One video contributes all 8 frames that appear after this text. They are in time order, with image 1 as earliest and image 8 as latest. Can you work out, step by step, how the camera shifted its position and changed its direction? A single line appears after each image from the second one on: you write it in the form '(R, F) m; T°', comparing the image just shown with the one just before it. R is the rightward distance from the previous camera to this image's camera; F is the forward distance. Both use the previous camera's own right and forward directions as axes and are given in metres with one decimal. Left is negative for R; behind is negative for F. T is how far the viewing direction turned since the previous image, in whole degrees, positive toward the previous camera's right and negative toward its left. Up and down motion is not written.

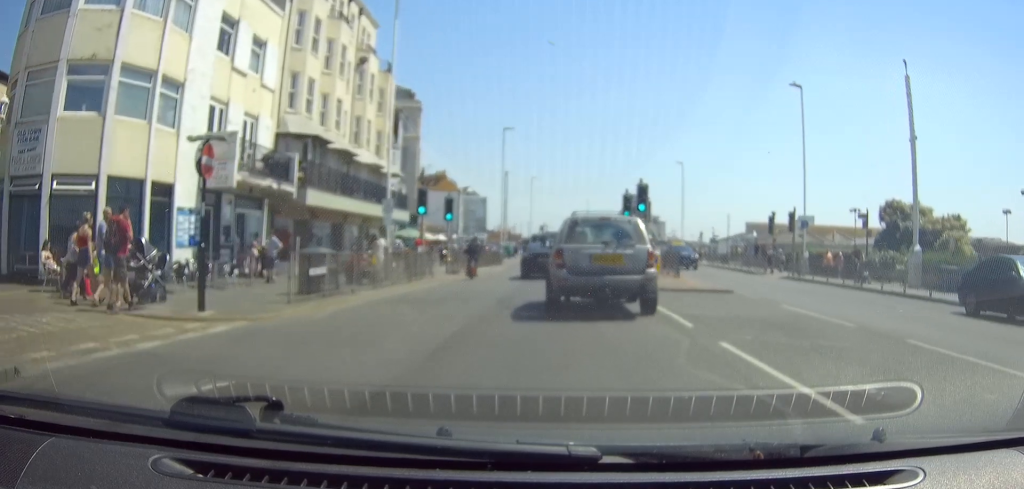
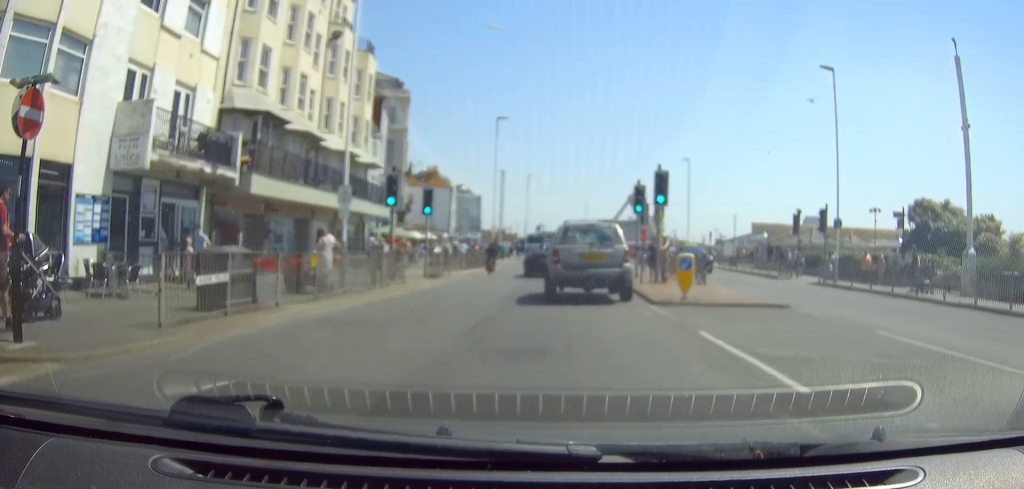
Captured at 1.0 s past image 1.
(+0.1, +5.7) m; +2°
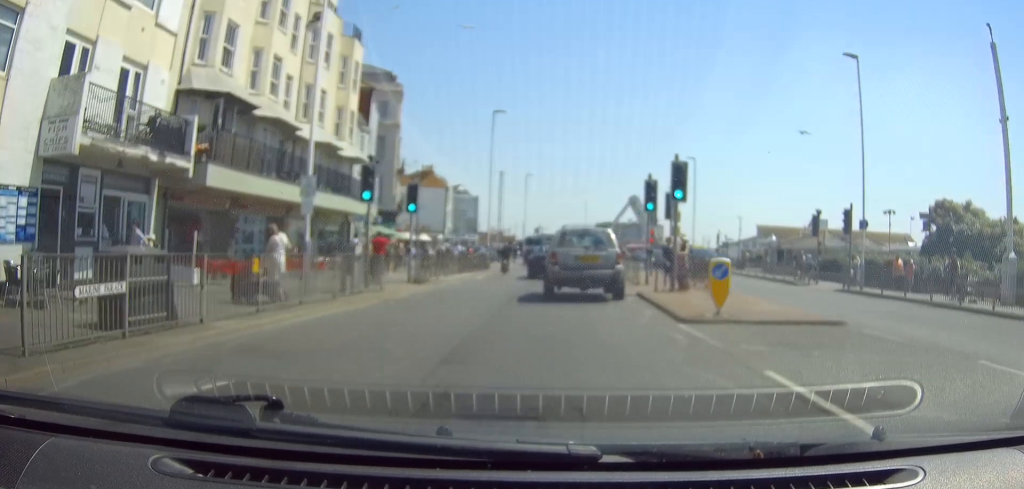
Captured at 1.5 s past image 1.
(0.0, +3.3) m; +1°
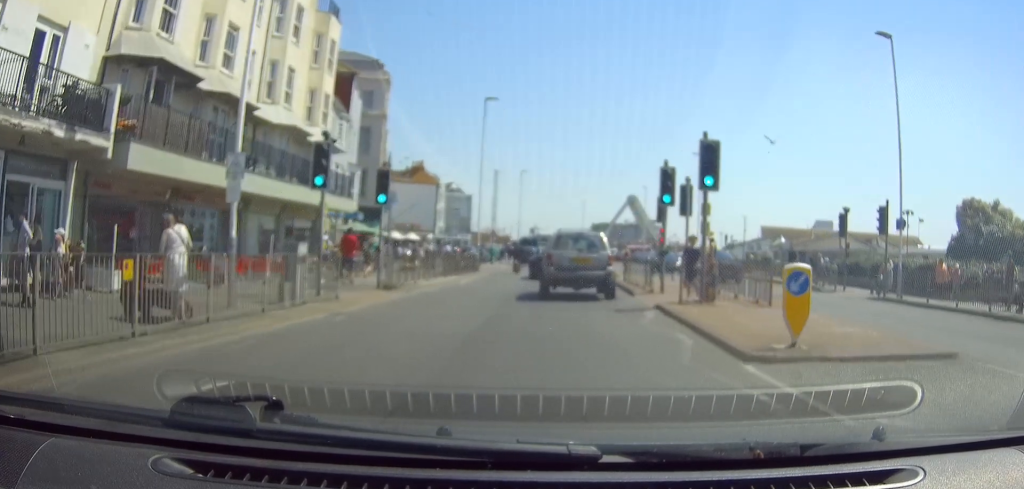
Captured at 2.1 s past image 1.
(0.0, +4.1) m; +1°
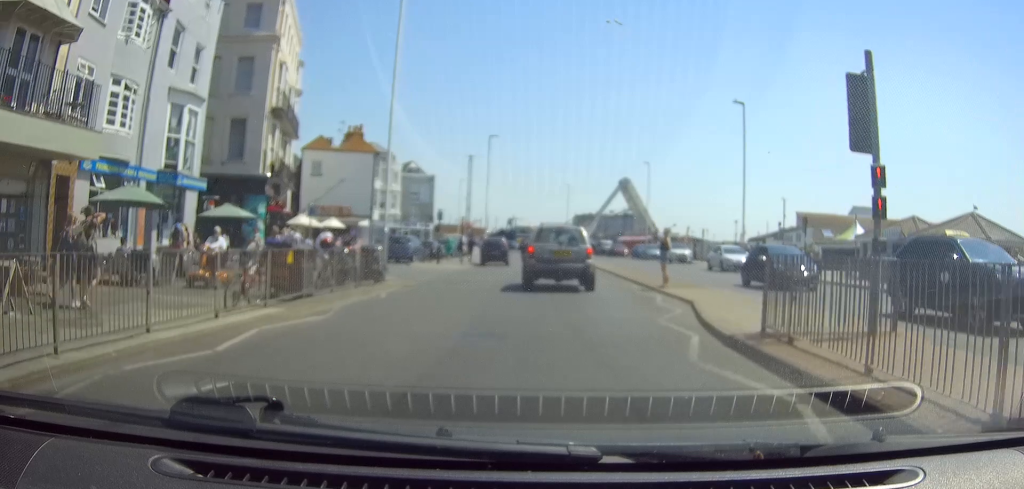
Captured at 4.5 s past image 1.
(0.0, +20.1) m; -1°
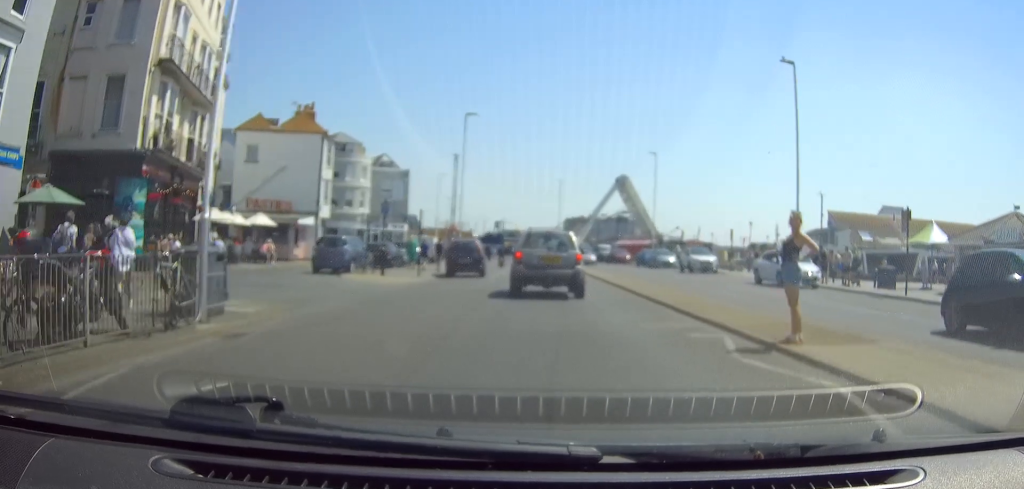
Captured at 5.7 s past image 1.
(0.0, +11.0) m; +1°
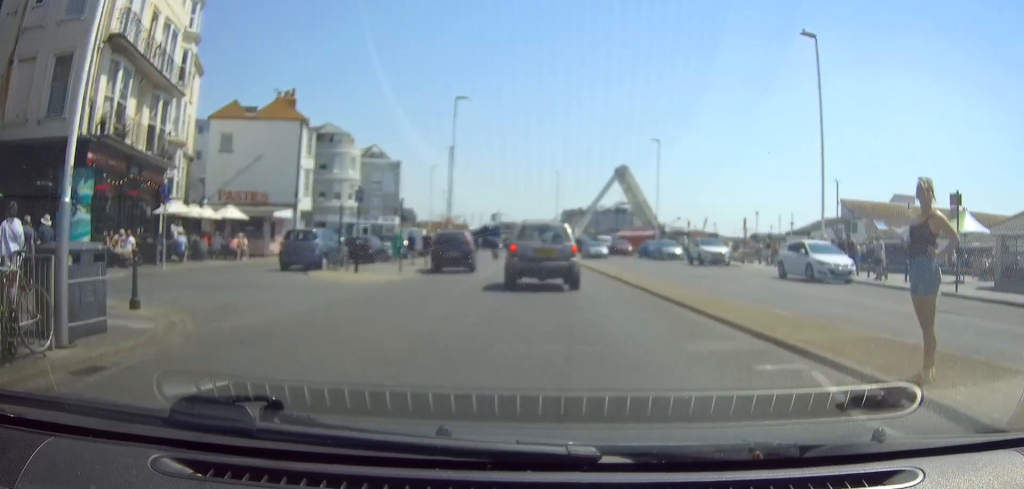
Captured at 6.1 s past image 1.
(-0.1, +3.5) m; +1°
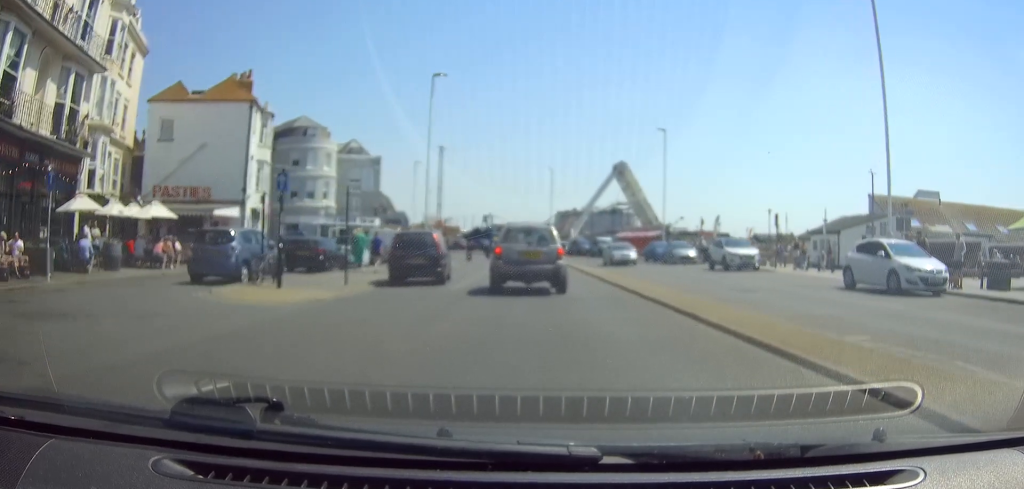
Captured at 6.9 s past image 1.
(+0.2, +6.6) m; +3°
